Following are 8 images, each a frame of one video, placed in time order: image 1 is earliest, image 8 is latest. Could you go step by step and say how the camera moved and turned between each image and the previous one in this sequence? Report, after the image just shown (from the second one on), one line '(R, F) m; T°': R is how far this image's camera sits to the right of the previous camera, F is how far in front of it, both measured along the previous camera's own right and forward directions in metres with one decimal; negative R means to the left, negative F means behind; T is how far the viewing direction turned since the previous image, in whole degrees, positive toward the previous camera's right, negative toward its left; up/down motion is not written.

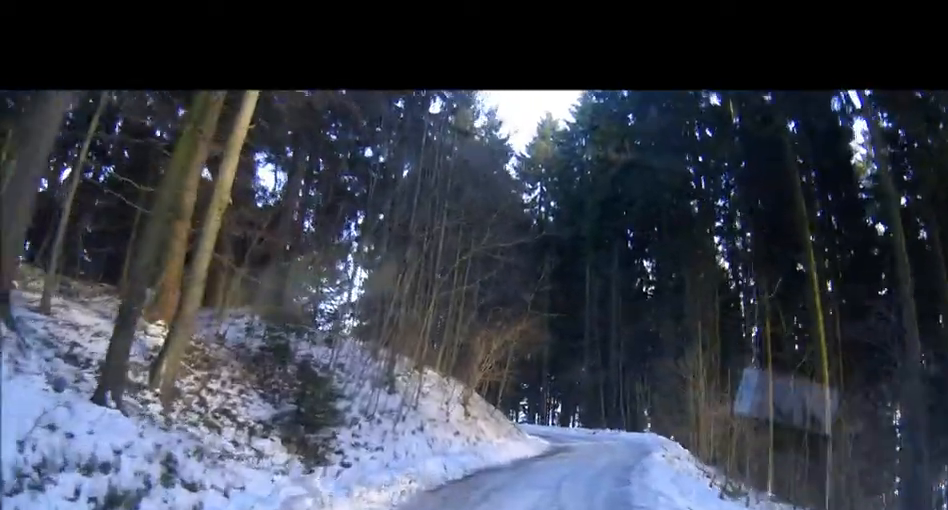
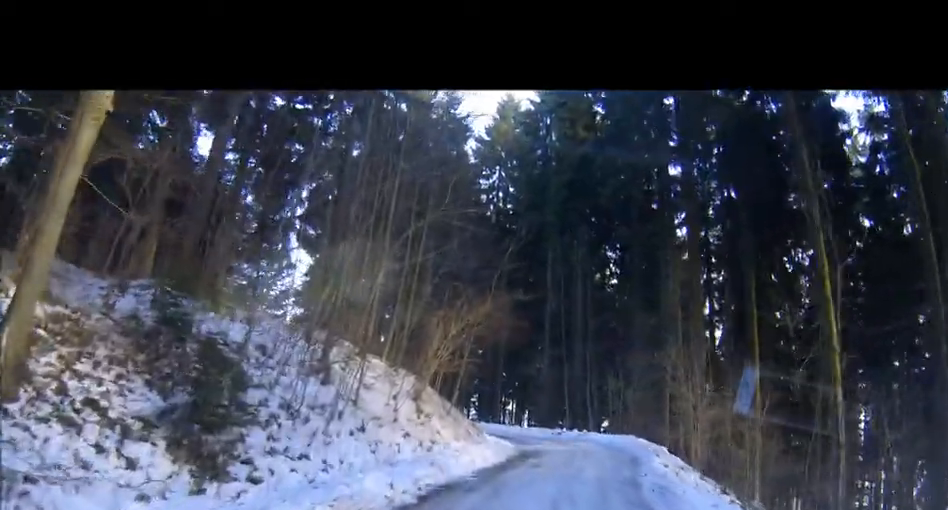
(0.0, +2.5) m; 0°
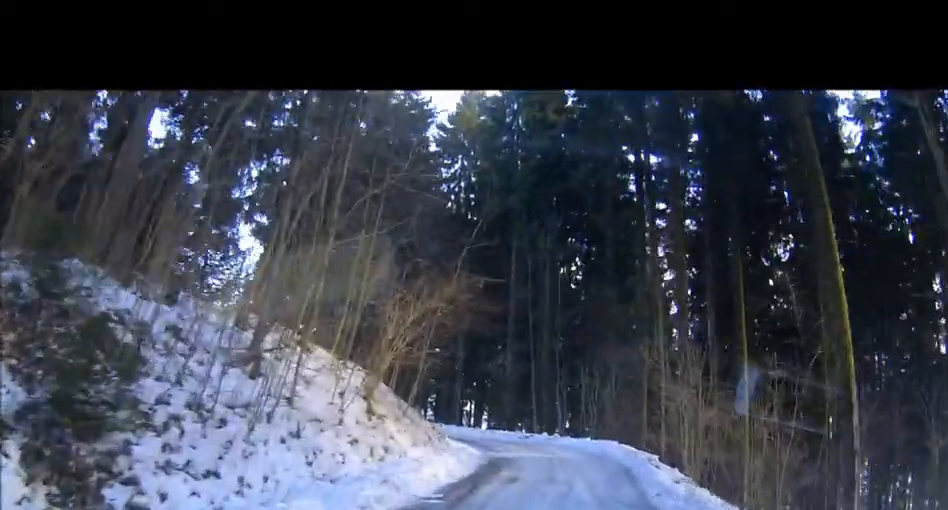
(0.0, +2.1) m; 0°
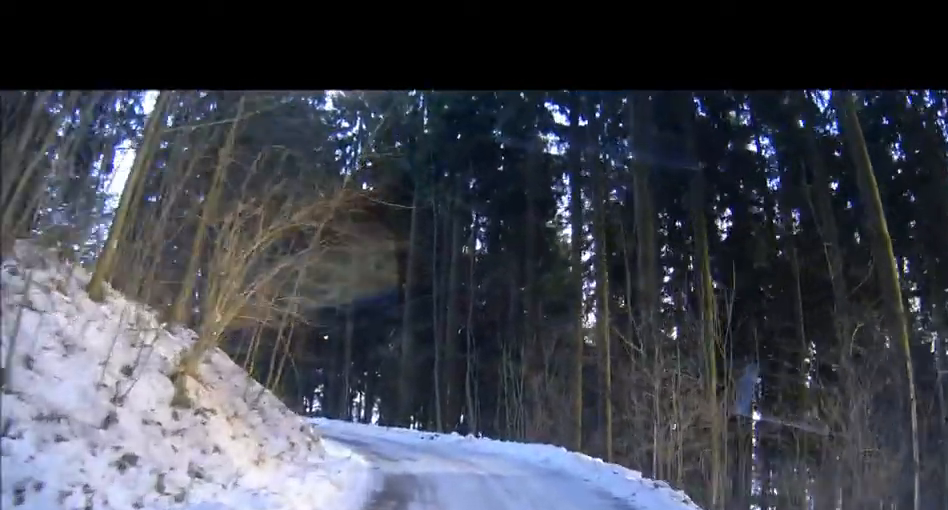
(0.0, +4.8) m; +1°
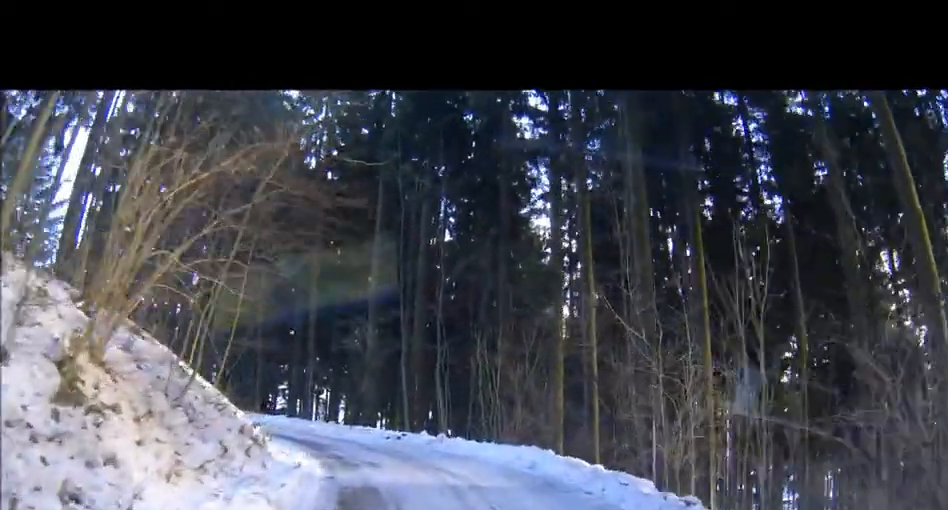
(0.0, +1.7) m; +3°
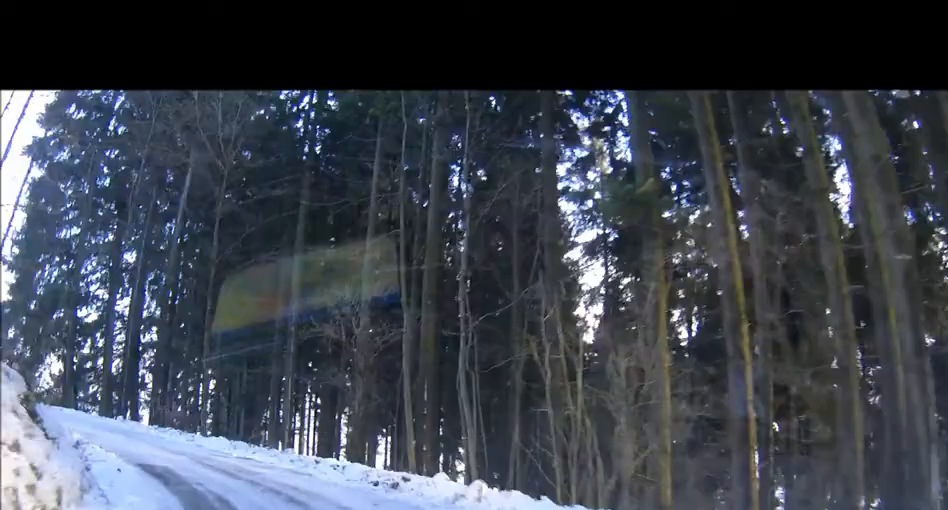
(+1.0, +6.8) m; +7°
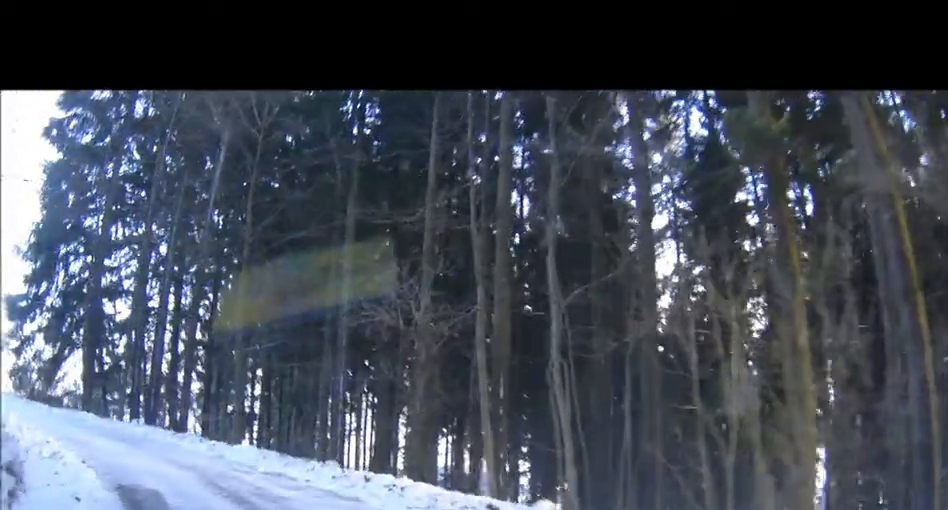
(-0.4, +2.2) m; -9°
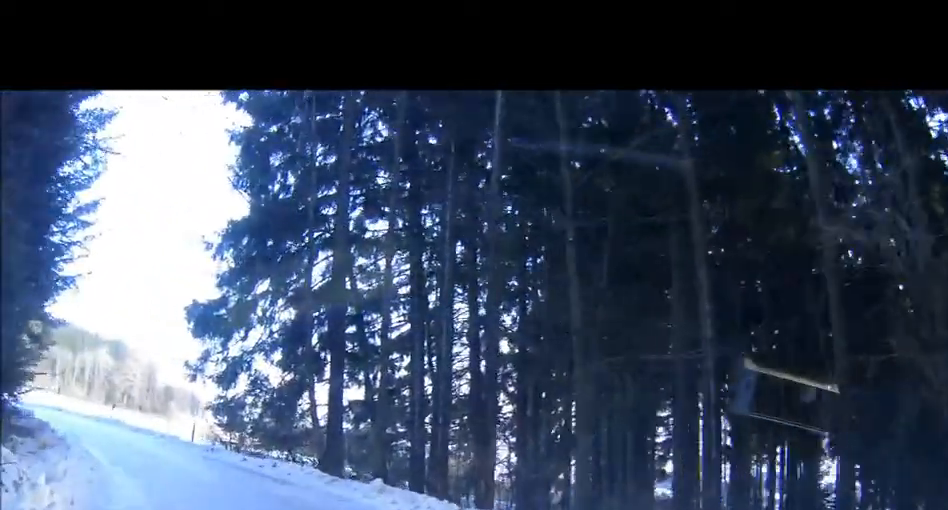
(-1.3, +6.2) m; -24°
